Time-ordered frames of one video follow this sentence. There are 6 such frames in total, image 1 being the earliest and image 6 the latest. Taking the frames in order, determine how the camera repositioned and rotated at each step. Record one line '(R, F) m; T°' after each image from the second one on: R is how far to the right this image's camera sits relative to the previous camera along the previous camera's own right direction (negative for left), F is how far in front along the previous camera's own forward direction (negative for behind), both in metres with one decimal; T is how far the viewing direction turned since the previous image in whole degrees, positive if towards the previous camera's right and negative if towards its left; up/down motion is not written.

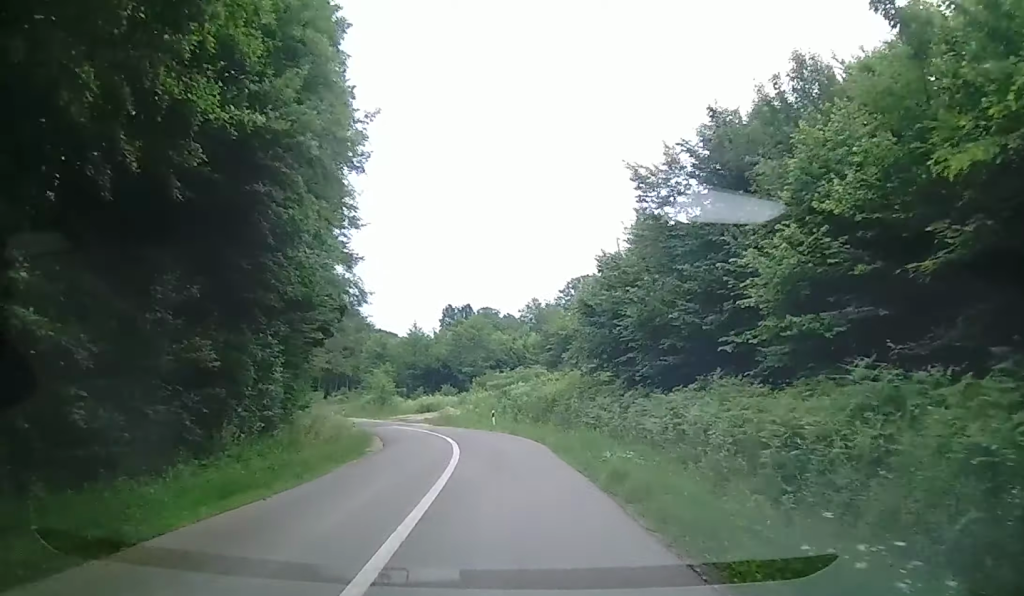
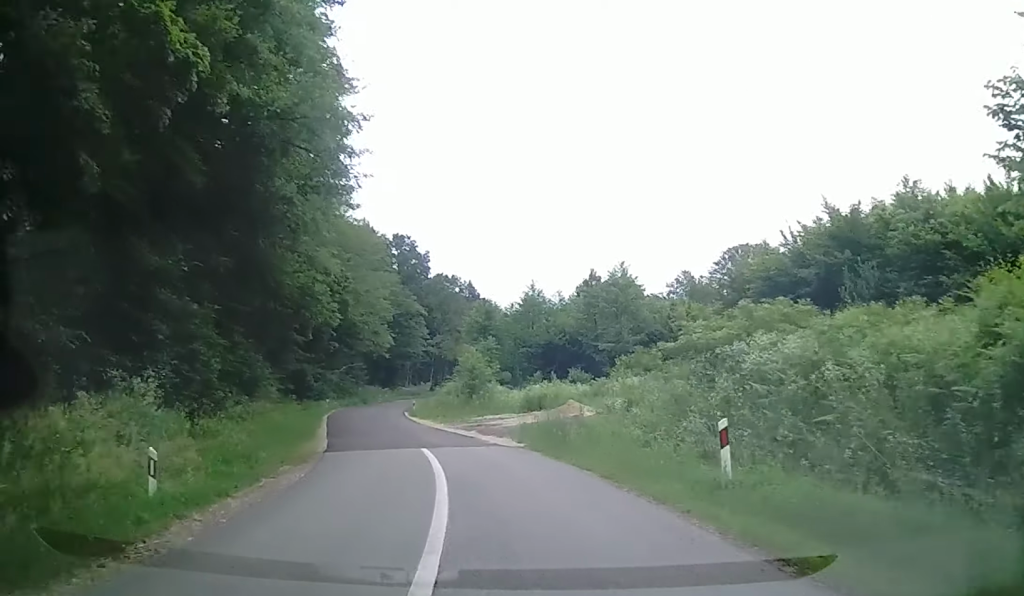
(-6.3, +29.2) m; -8°
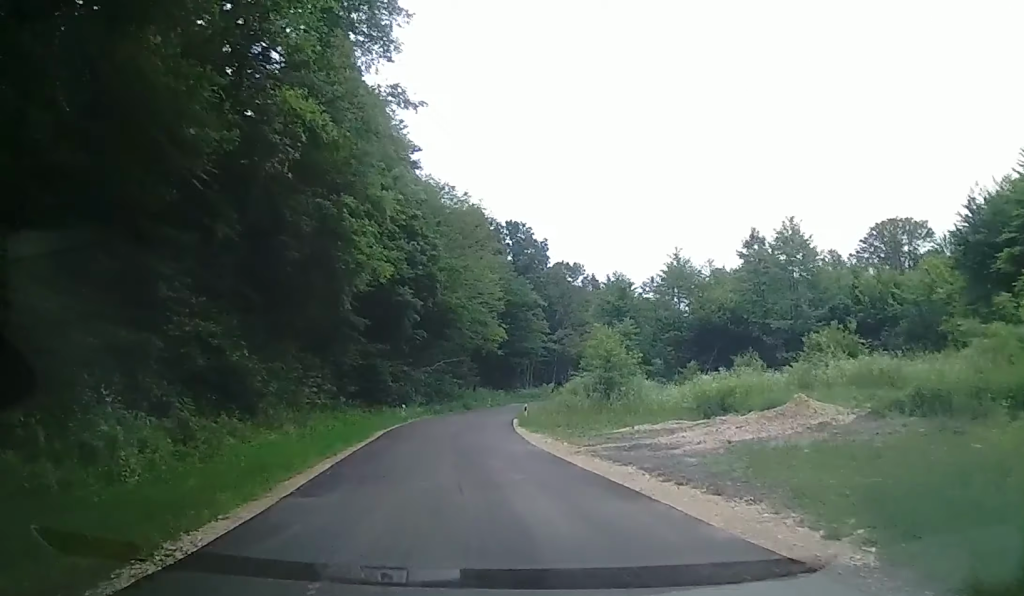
(+1.0, +16.0) m; +3°
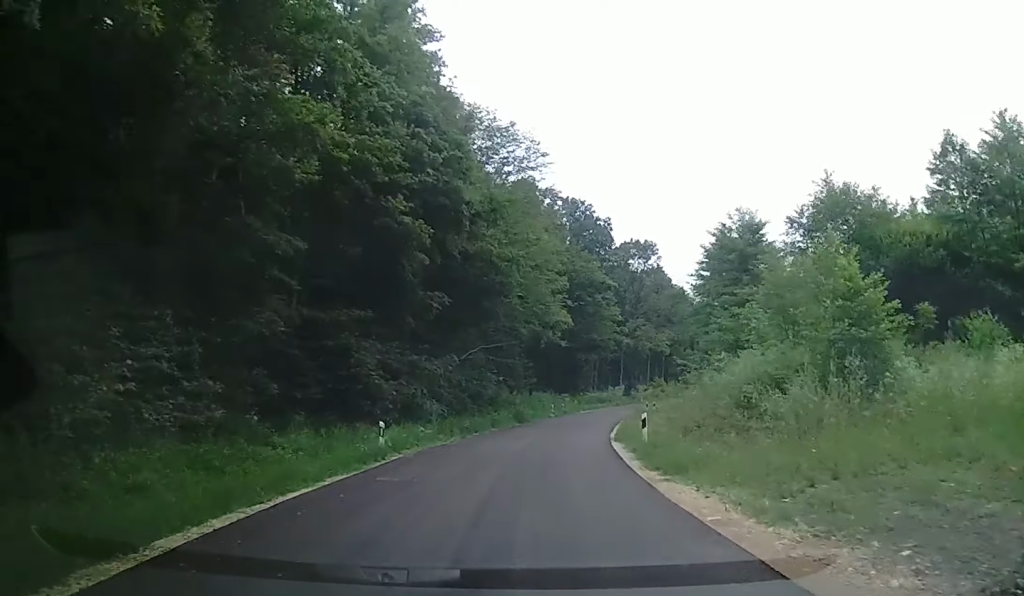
(-0.2, +20.4) m; +2°
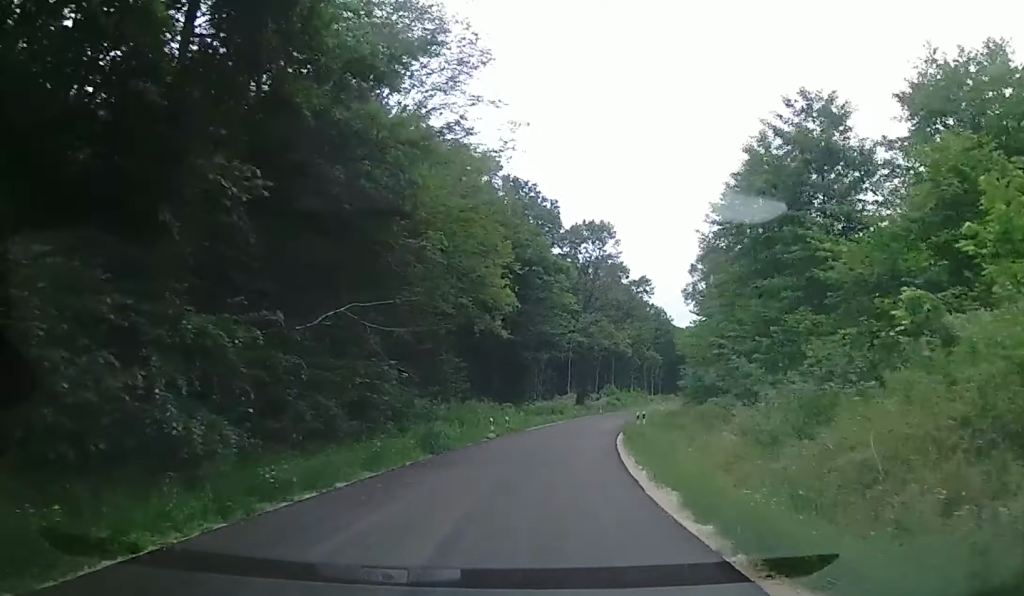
(+1.0, +16.2) m; +4°
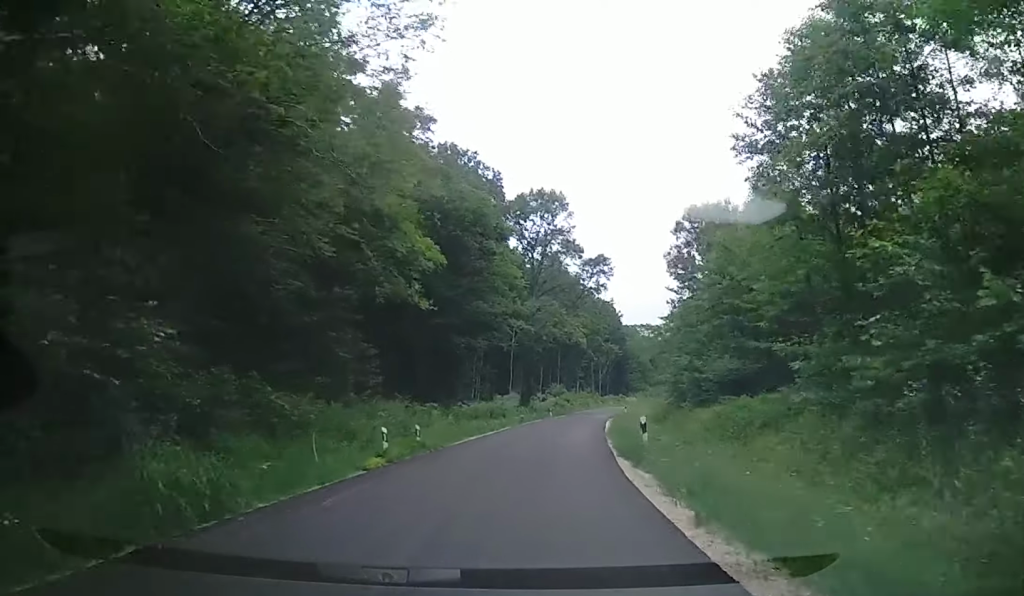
(+0.2, +13.2) m; 0°
